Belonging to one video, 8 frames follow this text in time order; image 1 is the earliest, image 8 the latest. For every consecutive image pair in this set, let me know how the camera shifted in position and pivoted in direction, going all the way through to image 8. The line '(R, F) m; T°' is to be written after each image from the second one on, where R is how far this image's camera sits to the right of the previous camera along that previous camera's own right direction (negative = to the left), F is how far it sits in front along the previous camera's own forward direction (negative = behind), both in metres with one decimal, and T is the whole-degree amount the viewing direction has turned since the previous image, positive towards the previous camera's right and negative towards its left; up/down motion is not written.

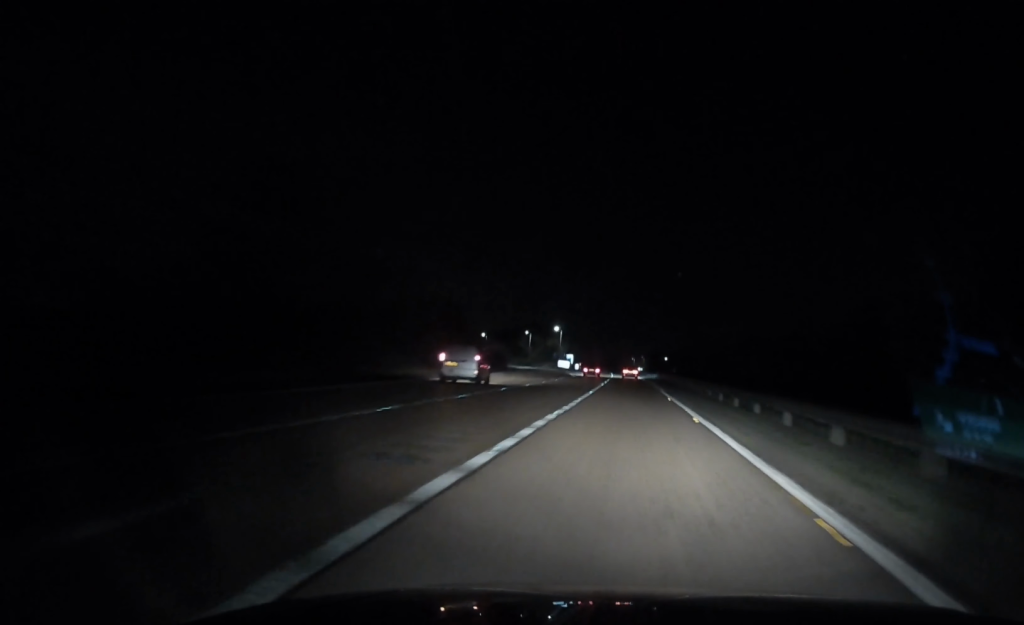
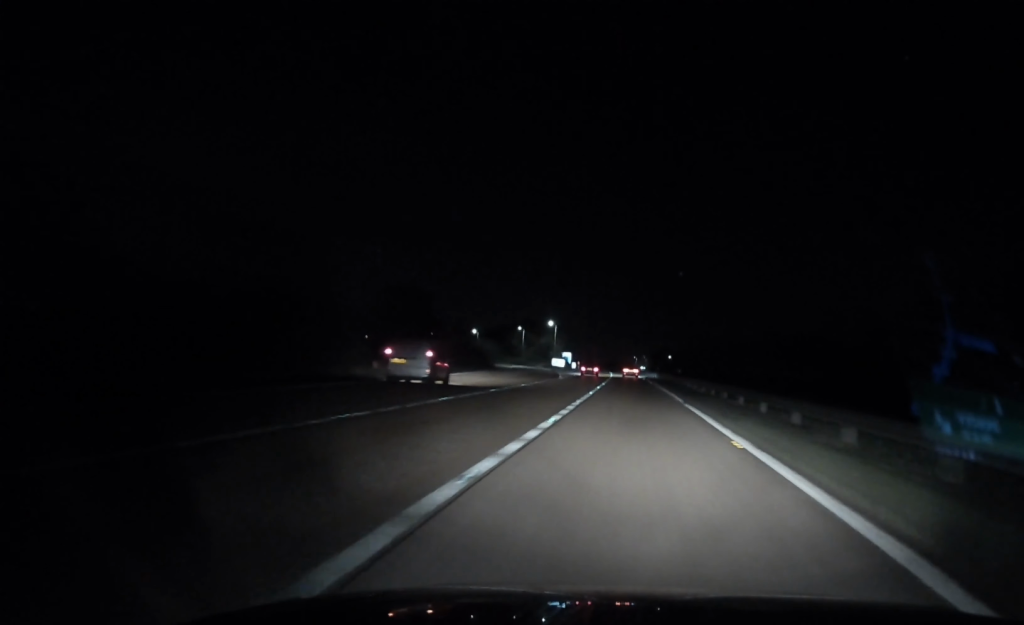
(+0.2, +20.5) m; 0°
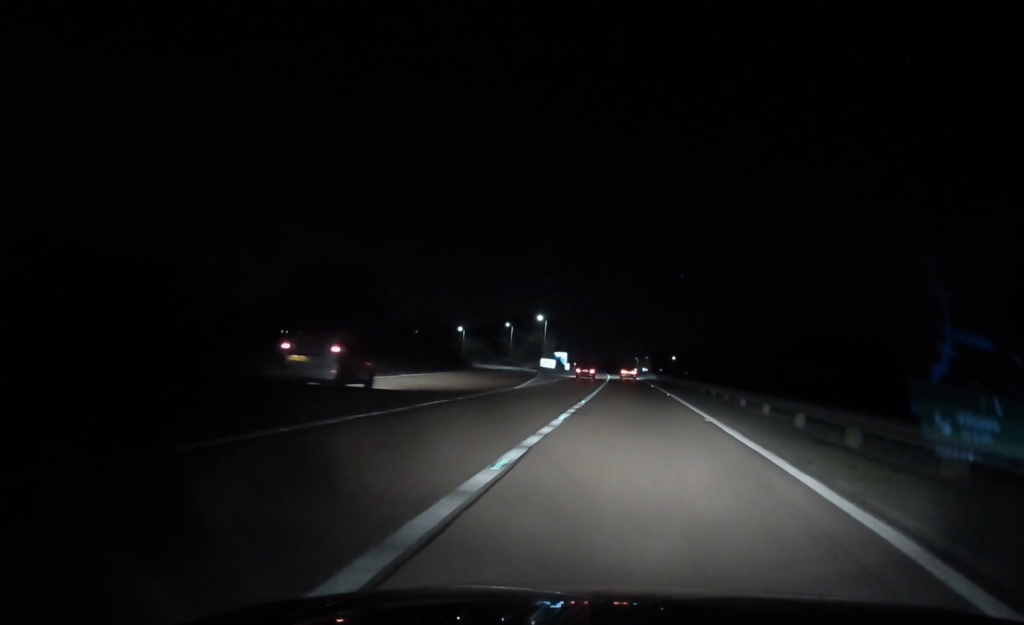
(0.0, +23.8) m; 0°
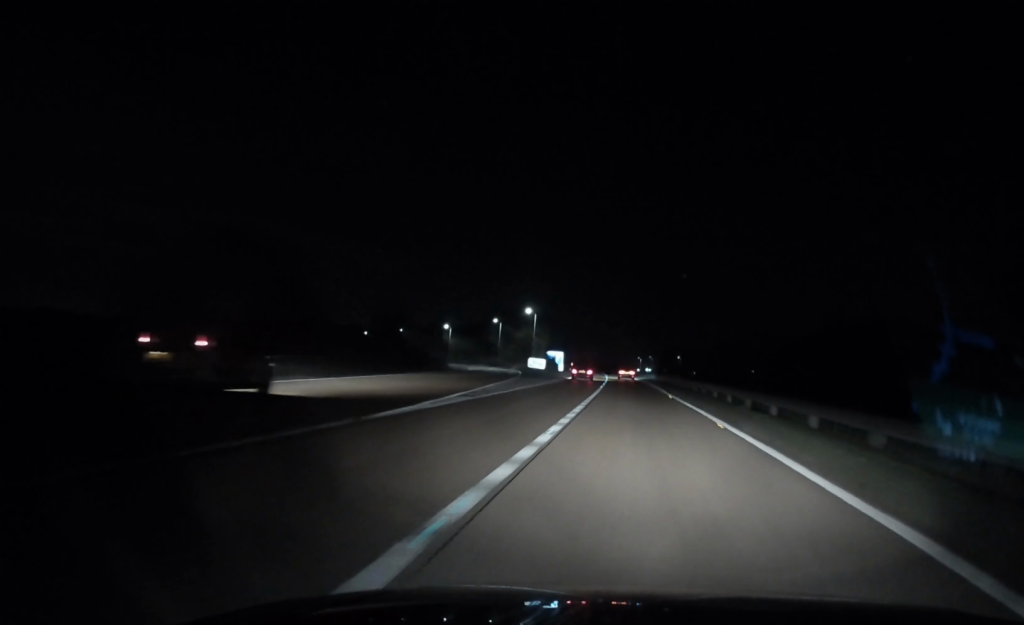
(-0.1, +20.2) m; 0°
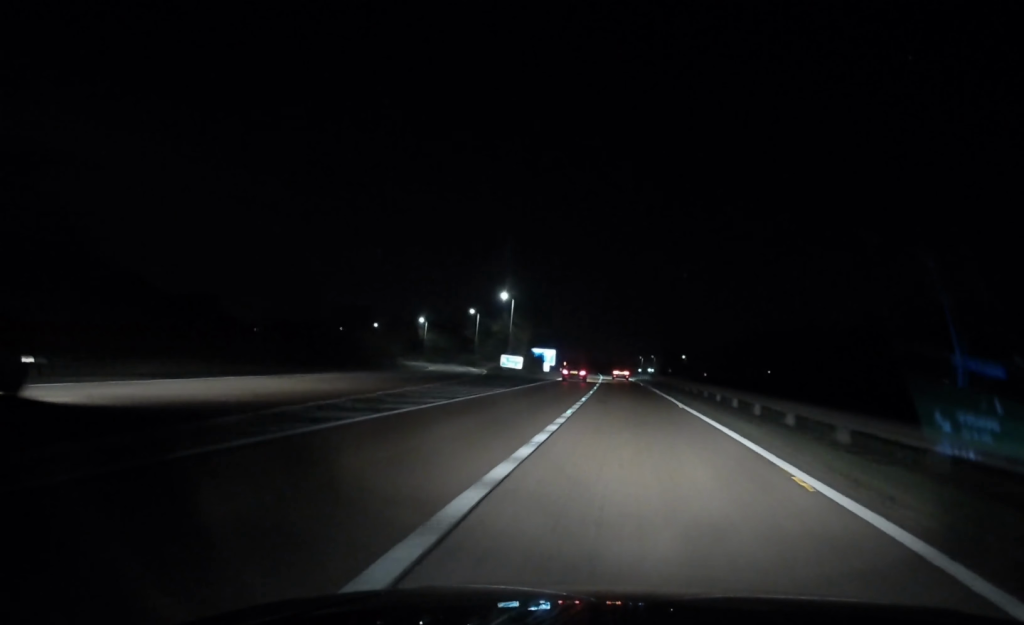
(+0.1, +27.1) m; 0°
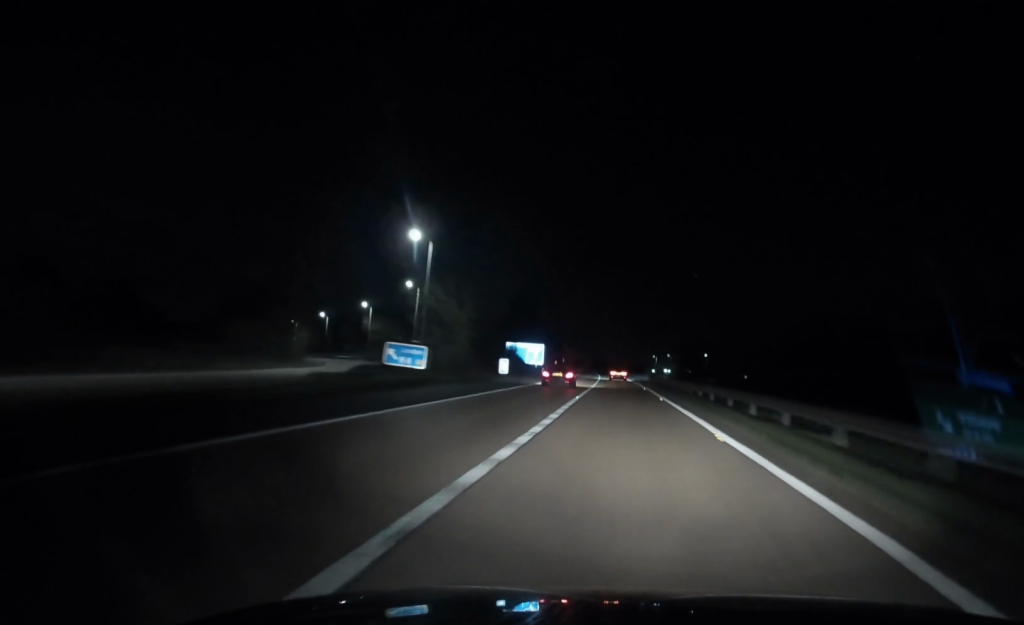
(0.0, +47.5) m; 0°
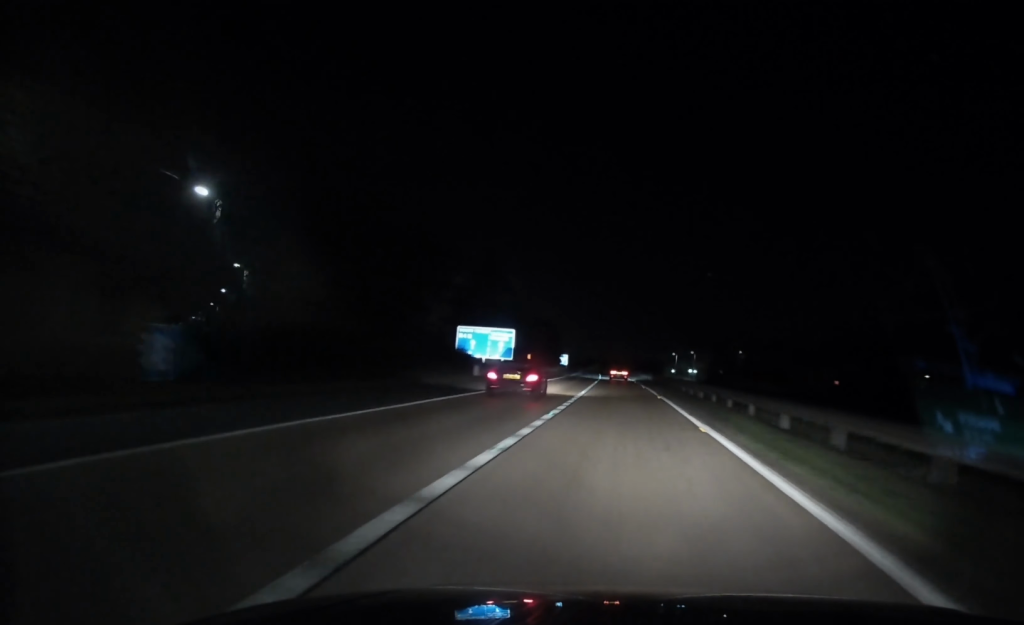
(-0.2, +53.1) m; -1°
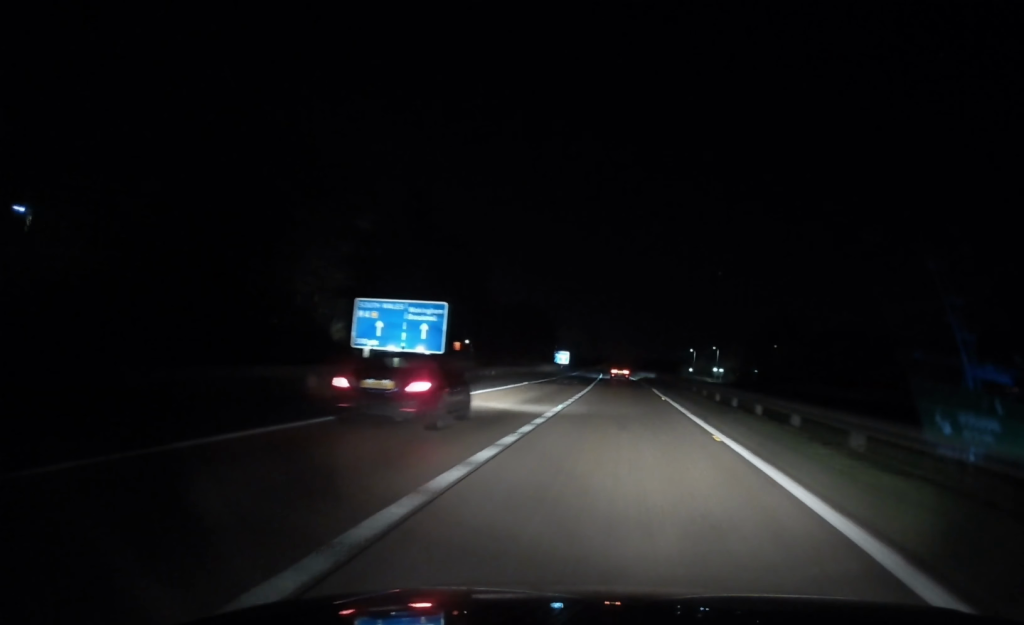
(-0.5, +39.5) m; -2°
